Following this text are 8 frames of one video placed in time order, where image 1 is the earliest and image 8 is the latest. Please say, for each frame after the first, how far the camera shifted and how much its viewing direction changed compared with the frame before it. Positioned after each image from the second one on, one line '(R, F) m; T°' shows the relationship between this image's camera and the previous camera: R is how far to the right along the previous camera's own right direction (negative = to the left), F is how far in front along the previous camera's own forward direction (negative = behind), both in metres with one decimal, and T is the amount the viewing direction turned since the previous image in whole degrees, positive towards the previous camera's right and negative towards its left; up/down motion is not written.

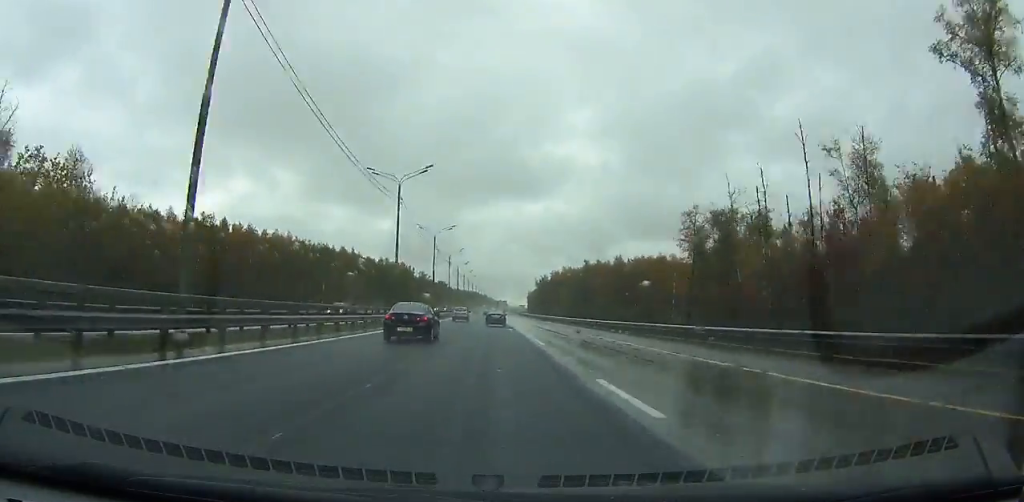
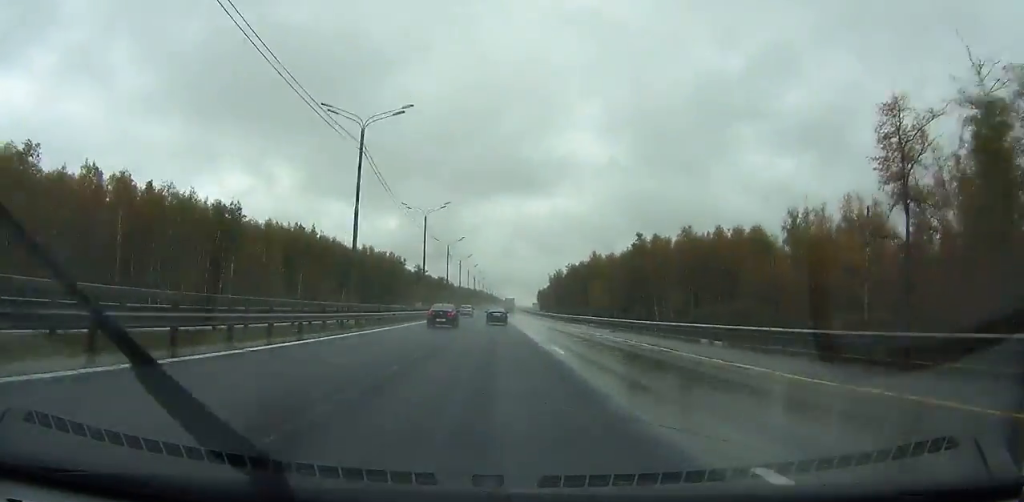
(-0.3, +53.0) m; 0°
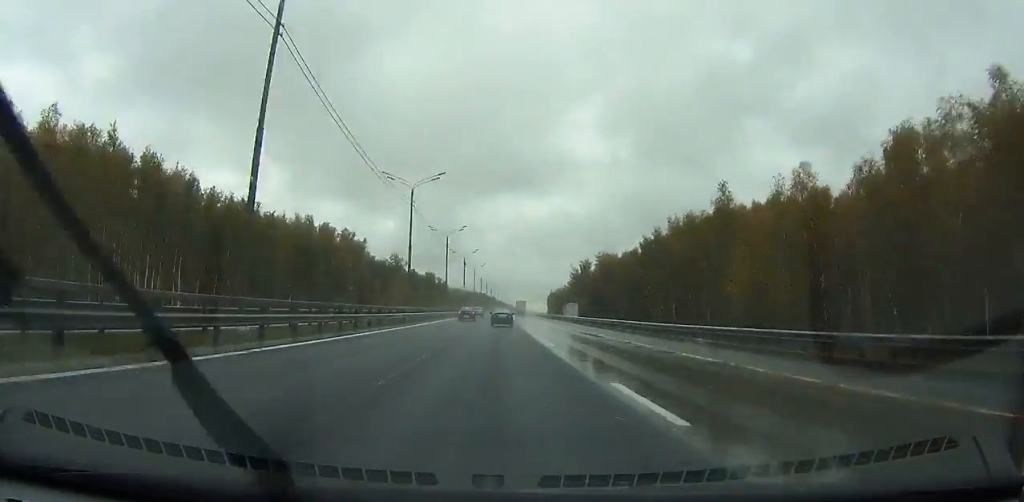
(-0.6, +91.8) m; 0°
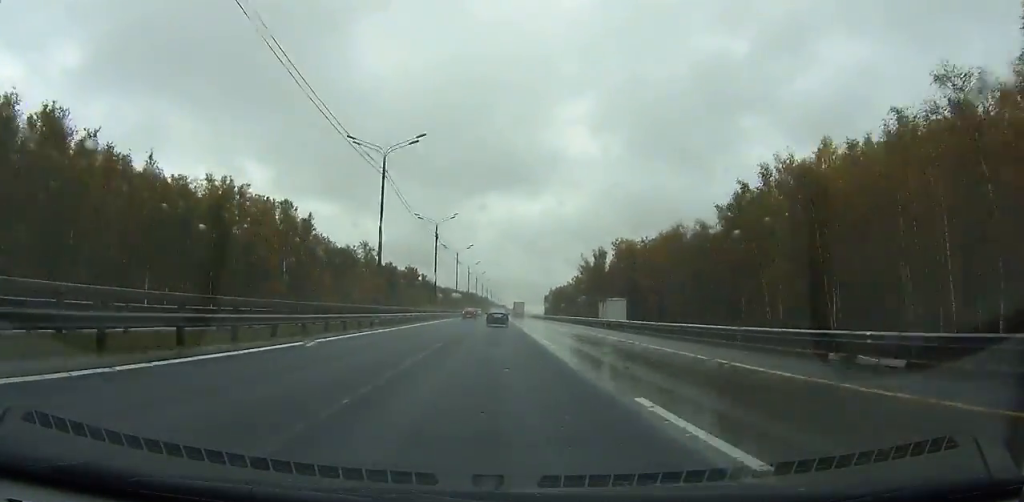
(-0.2, +49.9) m; 0°
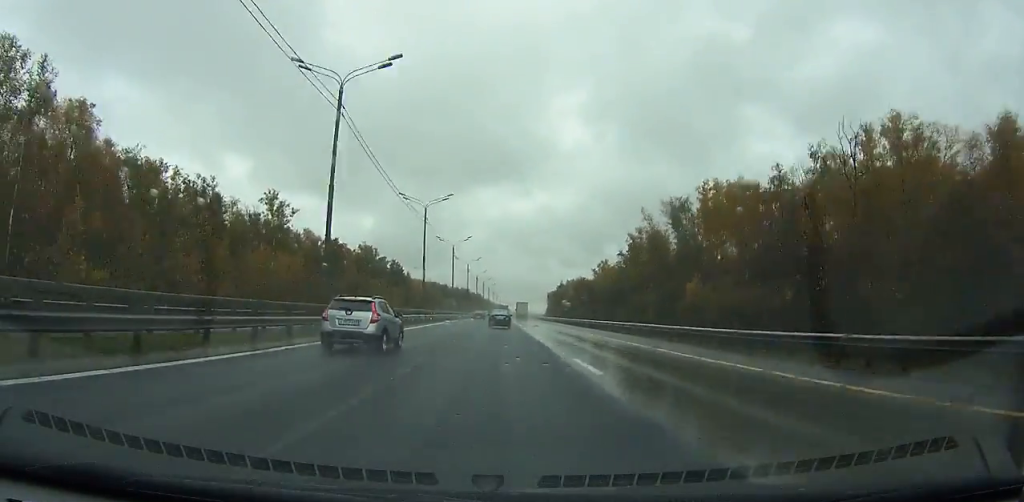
(+0.6, +88.2) m; +1°
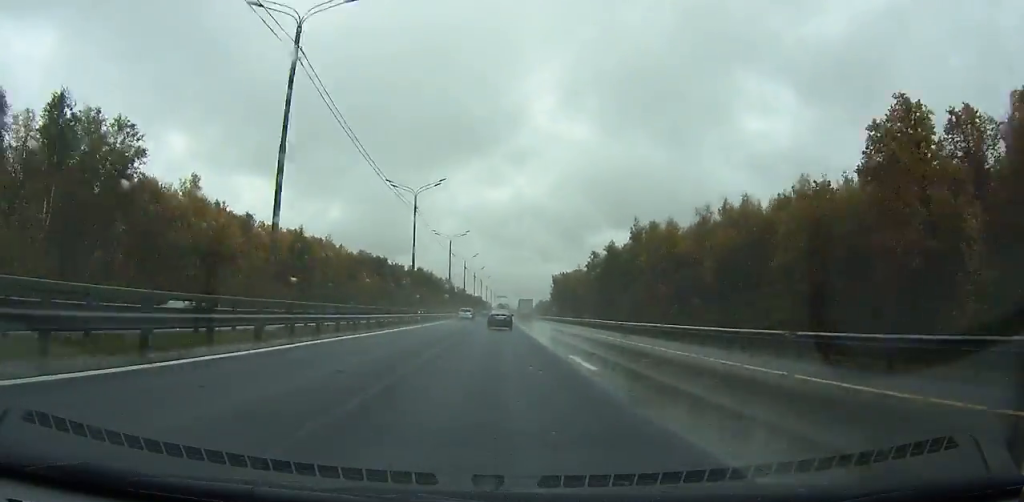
(+2.6, +191.2) m; +2°
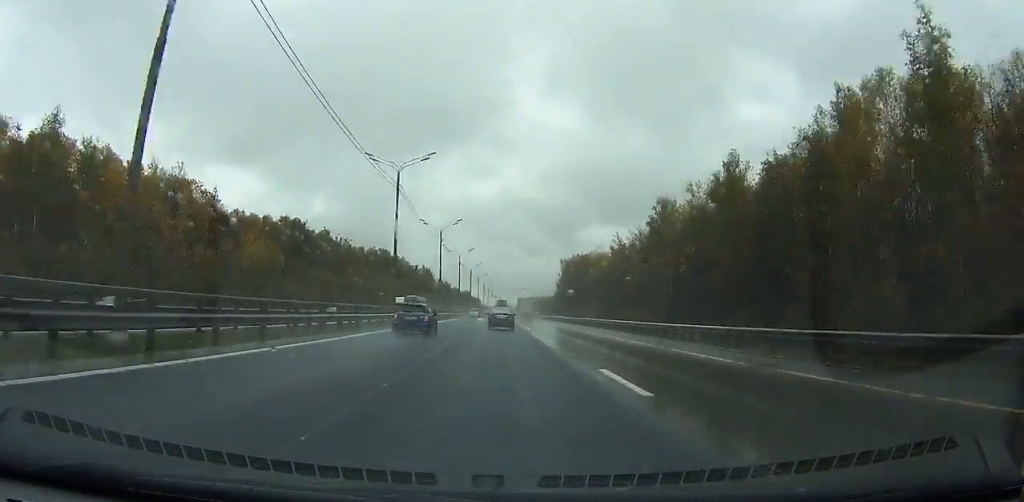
(+0.7, +83.3) m; +1°
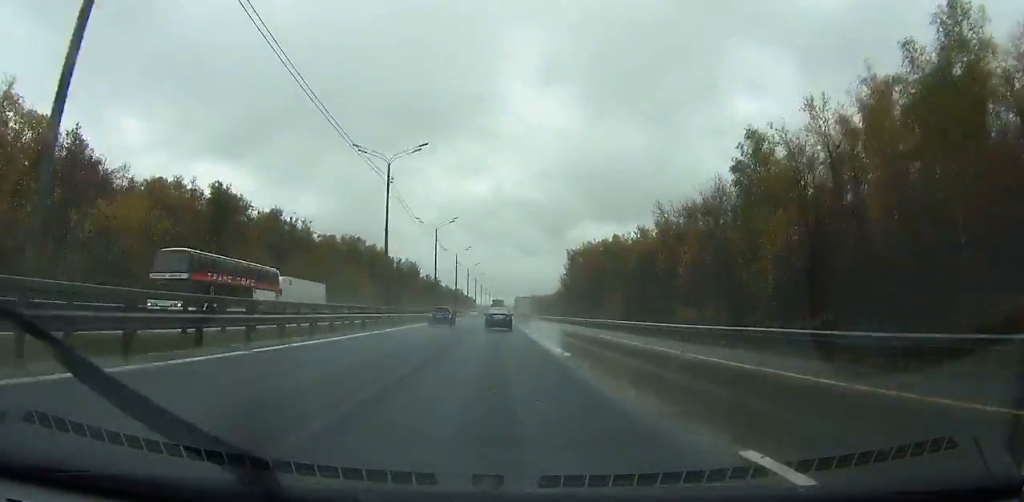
(+0.2, +39.9) m; 0°
